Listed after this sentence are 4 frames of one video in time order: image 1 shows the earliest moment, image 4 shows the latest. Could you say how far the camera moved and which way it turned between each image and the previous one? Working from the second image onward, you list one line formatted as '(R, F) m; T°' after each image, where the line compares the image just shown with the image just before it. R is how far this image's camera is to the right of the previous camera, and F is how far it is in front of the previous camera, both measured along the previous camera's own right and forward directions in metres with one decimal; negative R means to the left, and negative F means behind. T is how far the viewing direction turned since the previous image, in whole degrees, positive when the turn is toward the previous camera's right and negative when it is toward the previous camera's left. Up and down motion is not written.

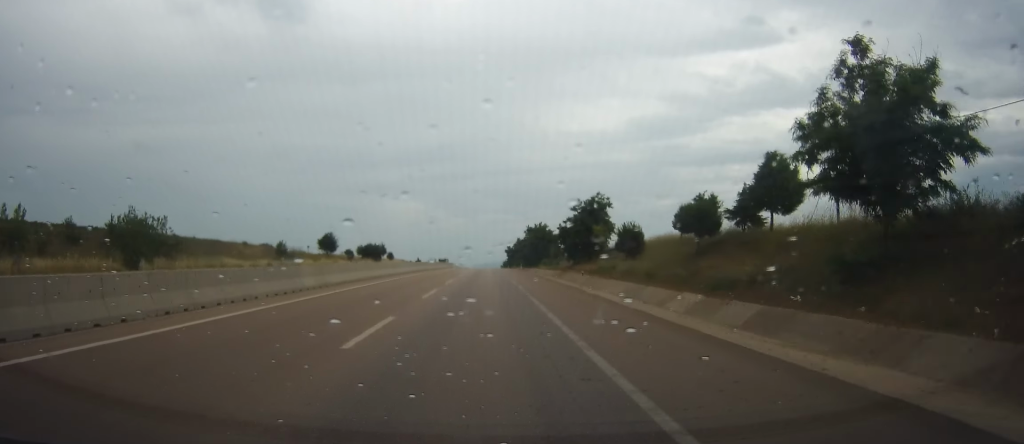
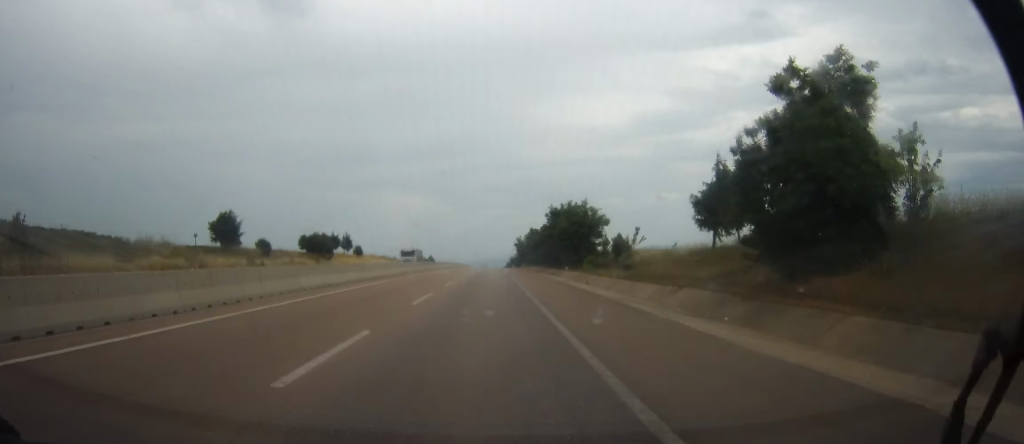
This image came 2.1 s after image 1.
(+0.4, +51.2) m; 0°
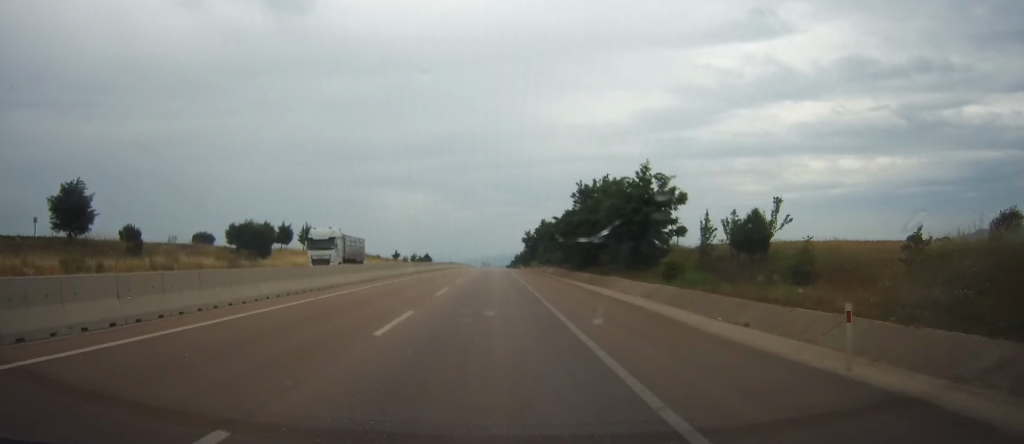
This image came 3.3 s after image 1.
(-0.1, +31.0) m; 0°
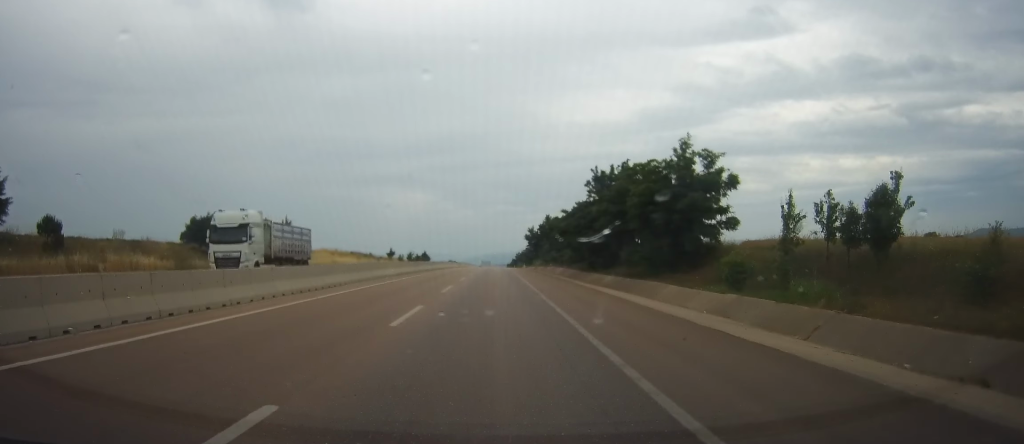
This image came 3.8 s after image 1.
(0.0, +11.1) m; 0°
